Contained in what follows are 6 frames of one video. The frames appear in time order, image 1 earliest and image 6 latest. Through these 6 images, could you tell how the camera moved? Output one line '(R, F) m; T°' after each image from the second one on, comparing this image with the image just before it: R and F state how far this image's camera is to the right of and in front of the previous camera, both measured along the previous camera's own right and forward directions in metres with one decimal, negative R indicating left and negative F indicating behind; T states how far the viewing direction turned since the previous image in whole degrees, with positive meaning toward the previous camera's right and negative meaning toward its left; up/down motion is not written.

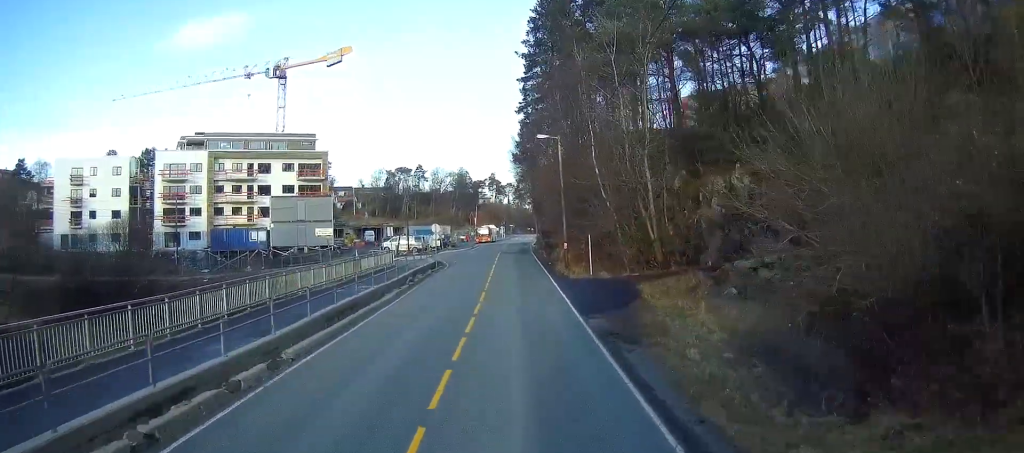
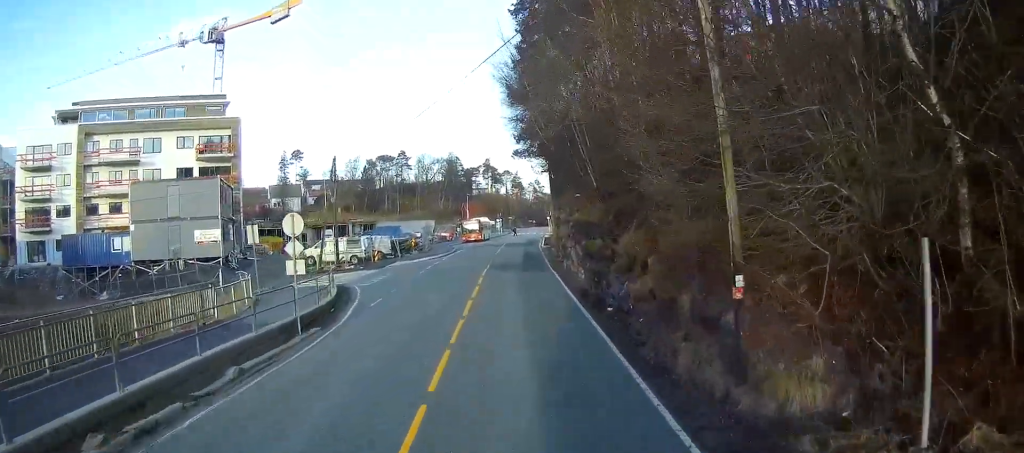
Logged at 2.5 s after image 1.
(+1.0, +36.4) m; +3°
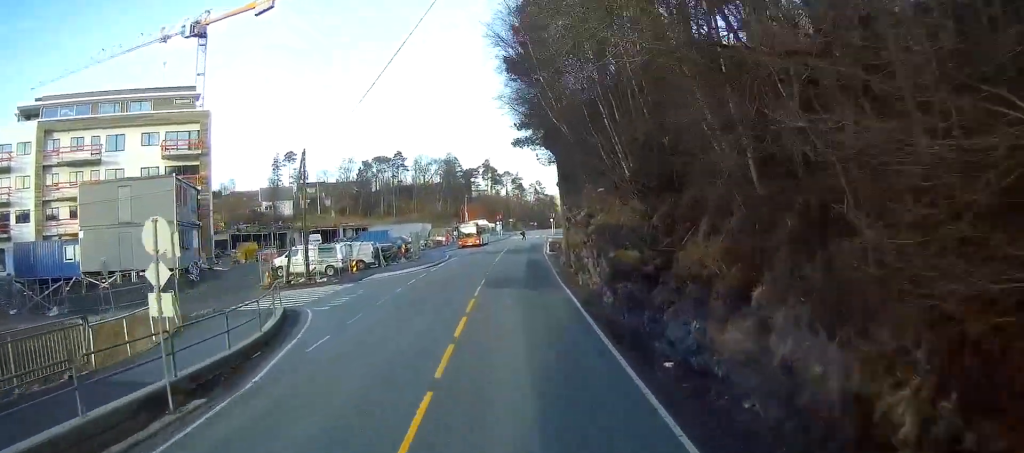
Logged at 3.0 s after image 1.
(-0.1, +9.1) m; +1°
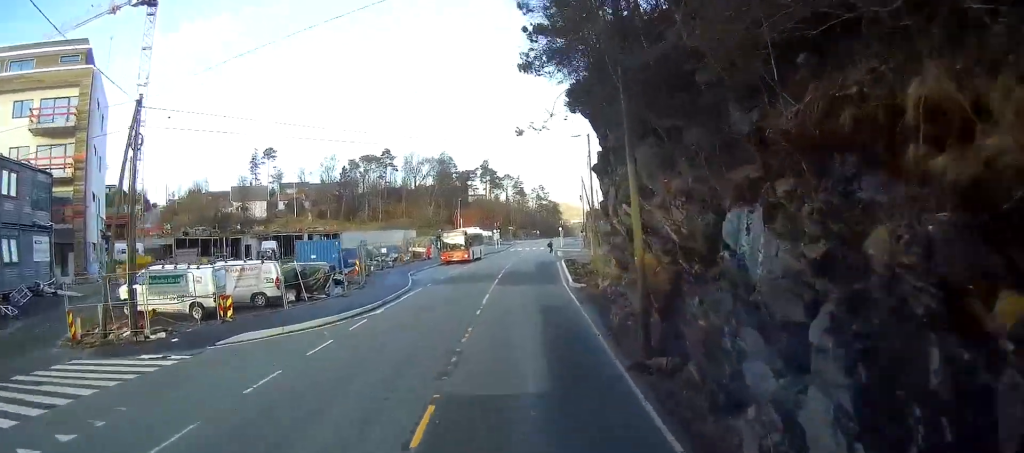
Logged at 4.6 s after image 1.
(+0.2, +25.0) m; -1°
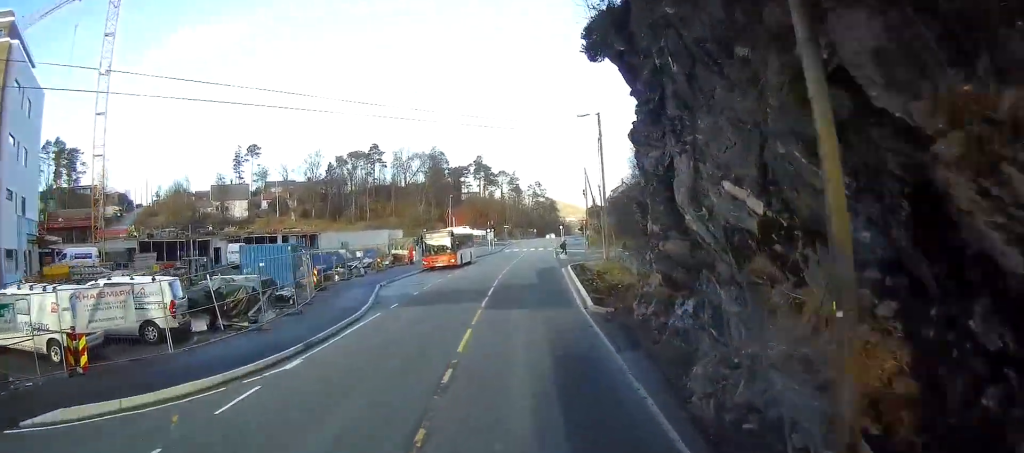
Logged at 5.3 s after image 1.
(-0.2, +11.6) m; -1°
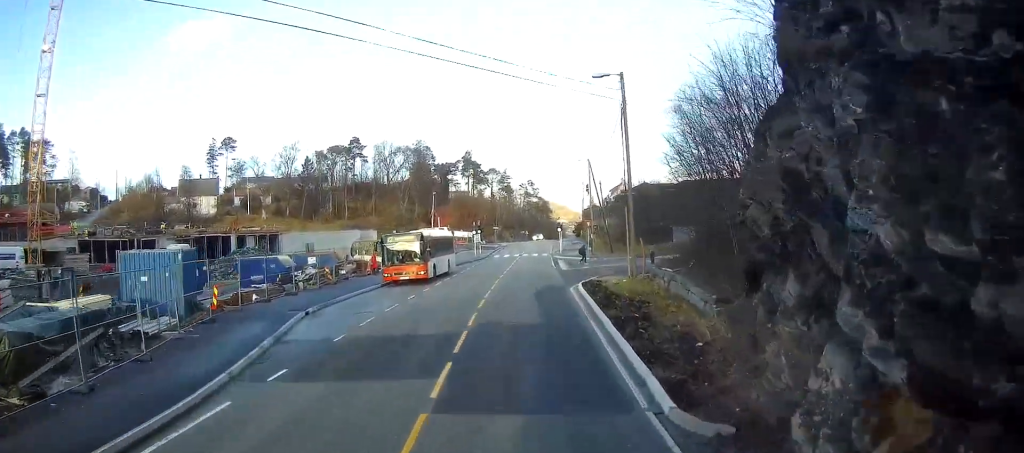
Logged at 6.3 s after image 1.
(0.0, +13.7) m; 0°
